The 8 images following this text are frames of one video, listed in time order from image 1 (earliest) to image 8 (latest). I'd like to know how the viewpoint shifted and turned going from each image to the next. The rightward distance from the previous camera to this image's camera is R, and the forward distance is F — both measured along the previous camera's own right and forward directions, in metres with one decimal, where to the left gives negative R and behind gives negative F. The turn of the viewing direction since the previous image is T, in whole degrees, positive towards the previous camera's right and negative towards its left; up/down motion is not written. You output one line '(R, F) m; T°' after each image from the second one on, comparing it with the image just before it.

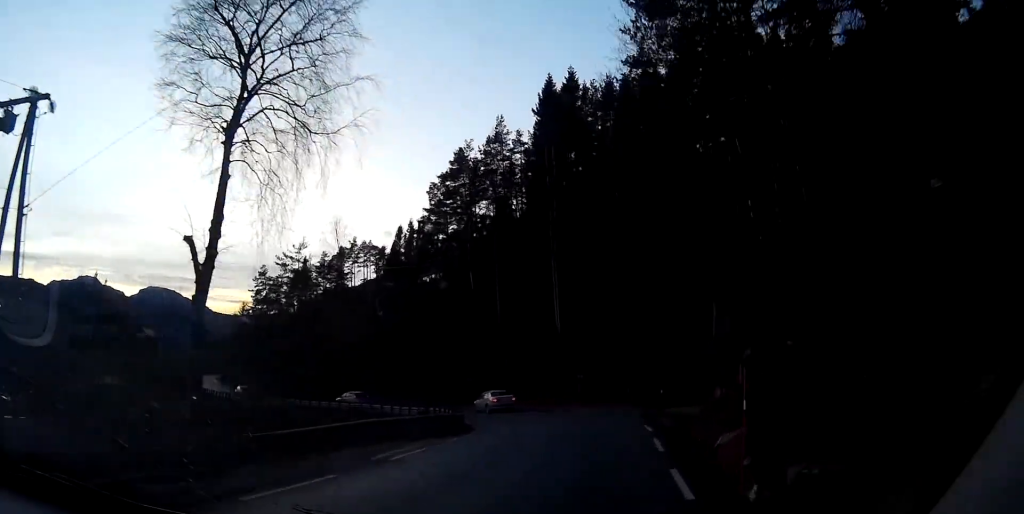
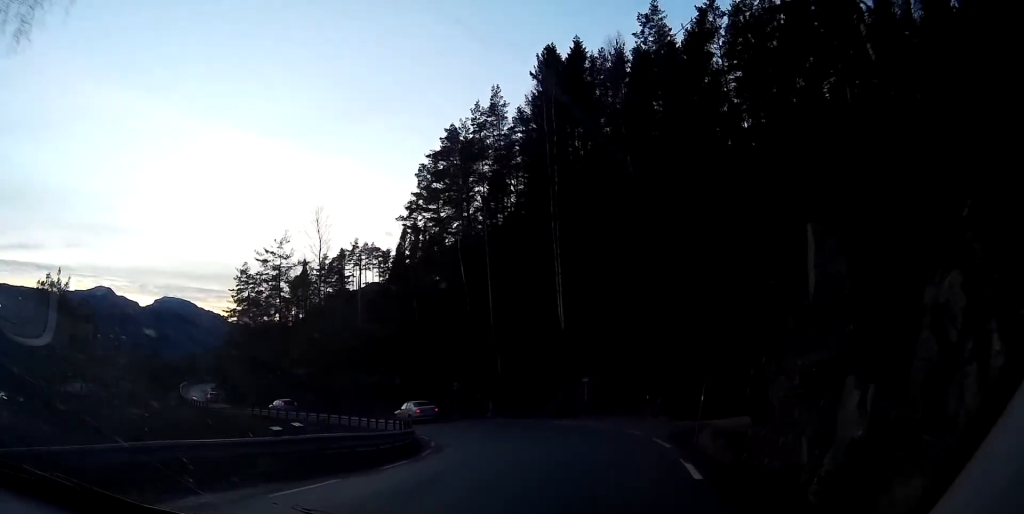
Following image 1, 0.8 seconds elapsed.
(-0.1, +10.3) m; -3°
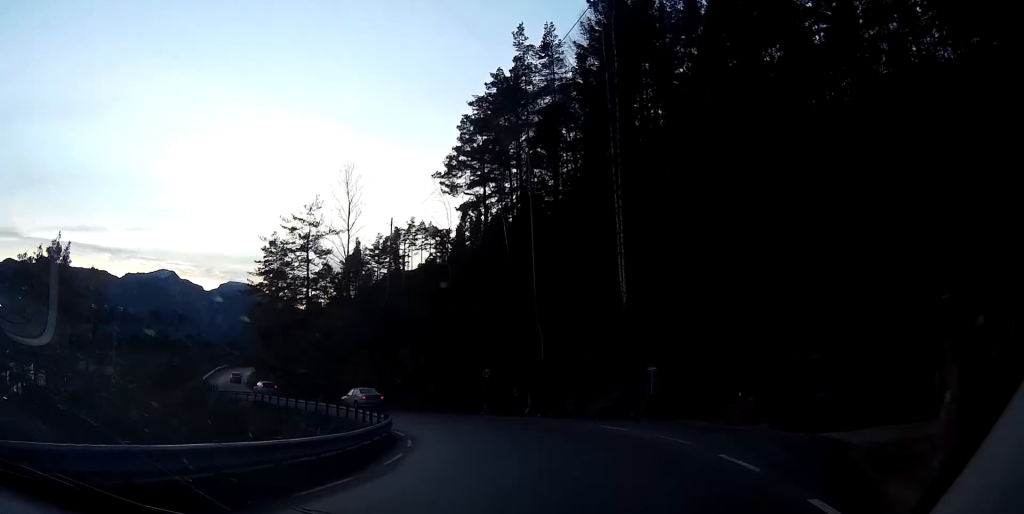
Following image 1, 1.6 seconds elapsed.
(-0.4, +11.3) m; -6°
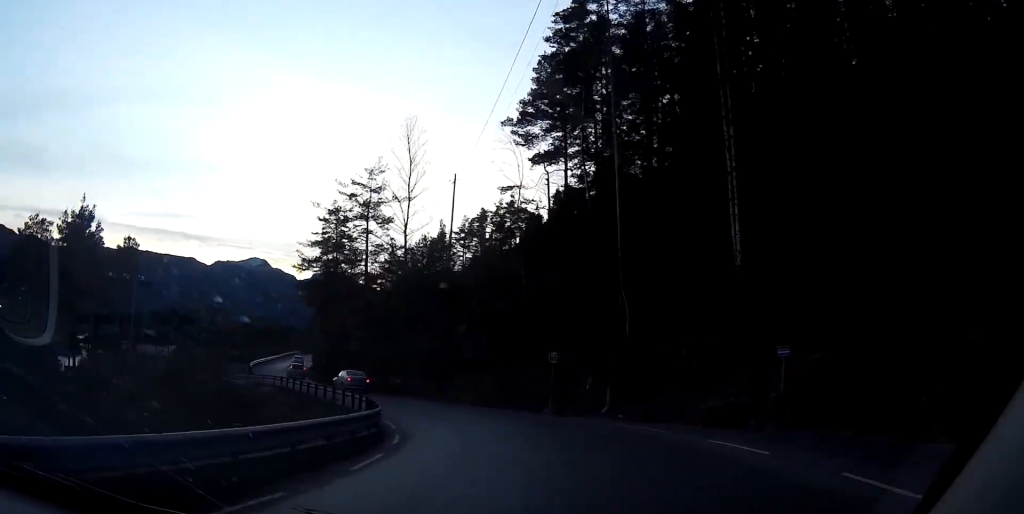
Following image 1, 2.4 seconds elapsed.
(-0.6, +10.4) m; -8°
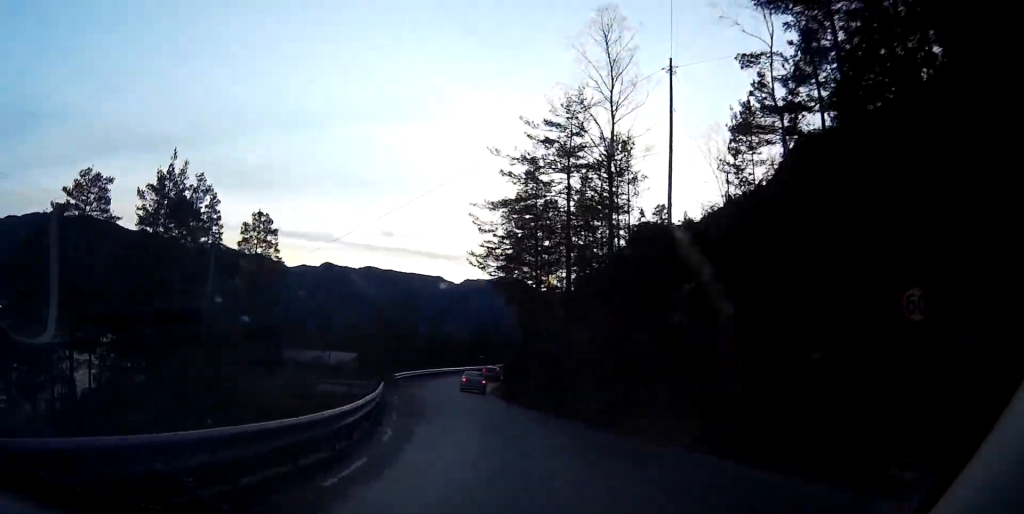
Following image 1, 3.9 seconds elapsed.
(-3.5, +20.5) m; -19°
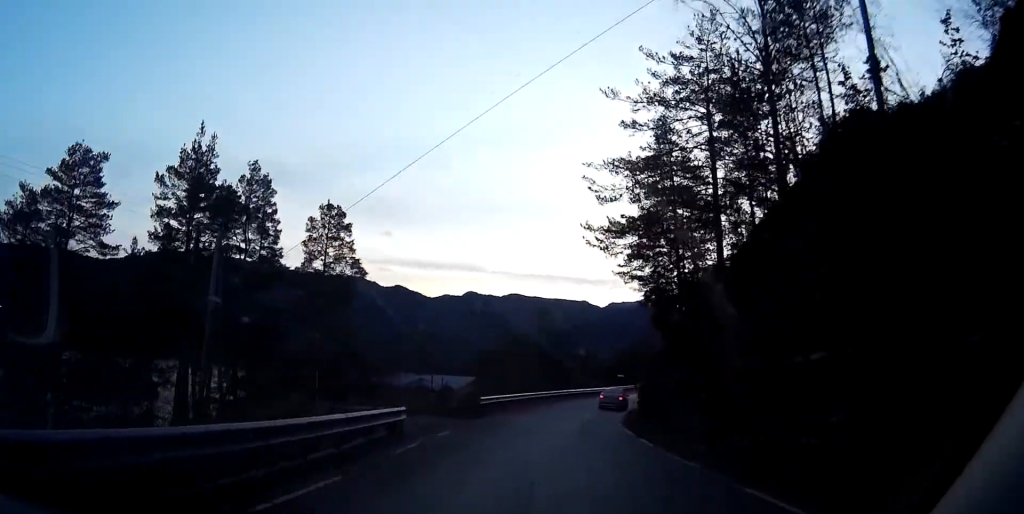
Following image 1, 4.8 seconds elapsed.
(-1.4, +13.7) m; -9°
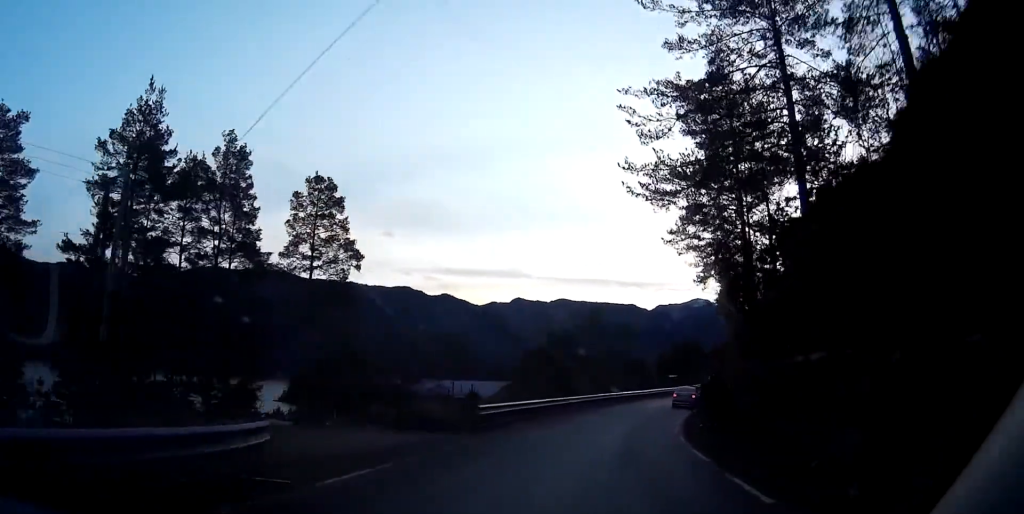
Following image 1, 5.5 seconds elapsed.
(-0.4, +10.0) m; -3°
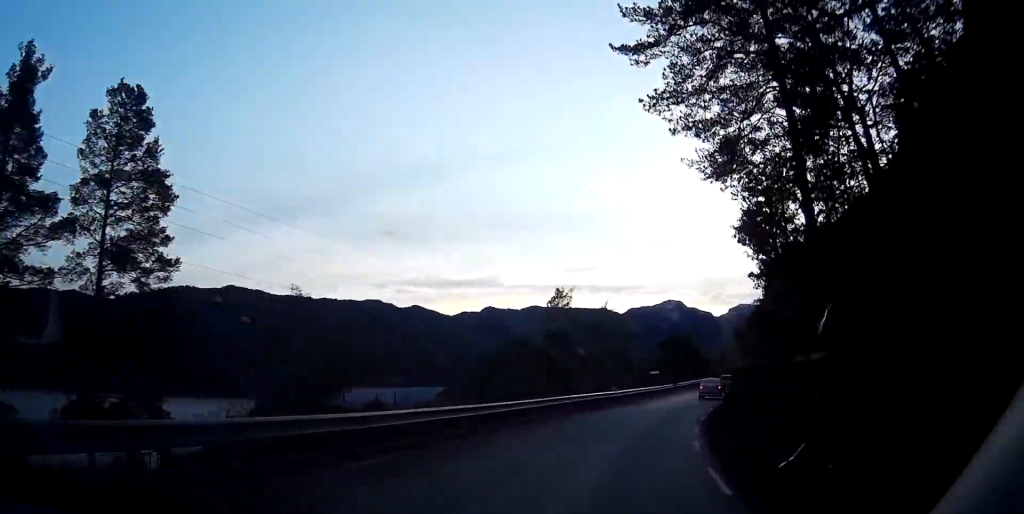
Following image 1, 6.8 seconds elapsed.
(-0.2, +17.9) m; +3°
